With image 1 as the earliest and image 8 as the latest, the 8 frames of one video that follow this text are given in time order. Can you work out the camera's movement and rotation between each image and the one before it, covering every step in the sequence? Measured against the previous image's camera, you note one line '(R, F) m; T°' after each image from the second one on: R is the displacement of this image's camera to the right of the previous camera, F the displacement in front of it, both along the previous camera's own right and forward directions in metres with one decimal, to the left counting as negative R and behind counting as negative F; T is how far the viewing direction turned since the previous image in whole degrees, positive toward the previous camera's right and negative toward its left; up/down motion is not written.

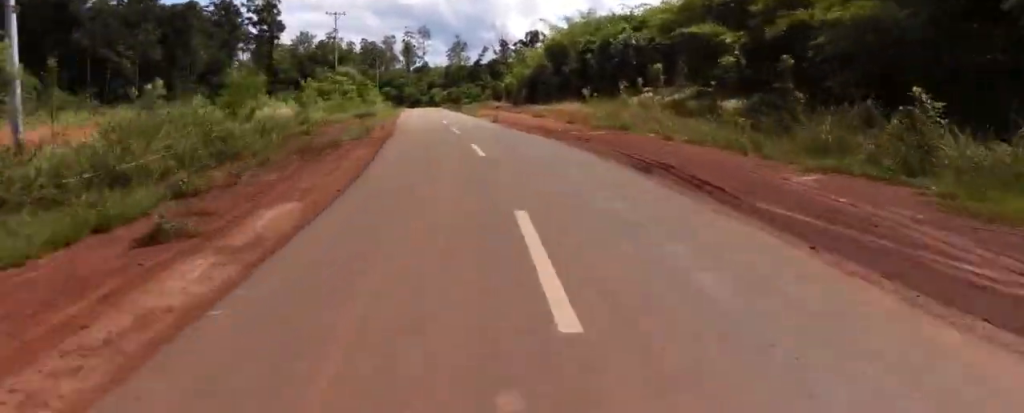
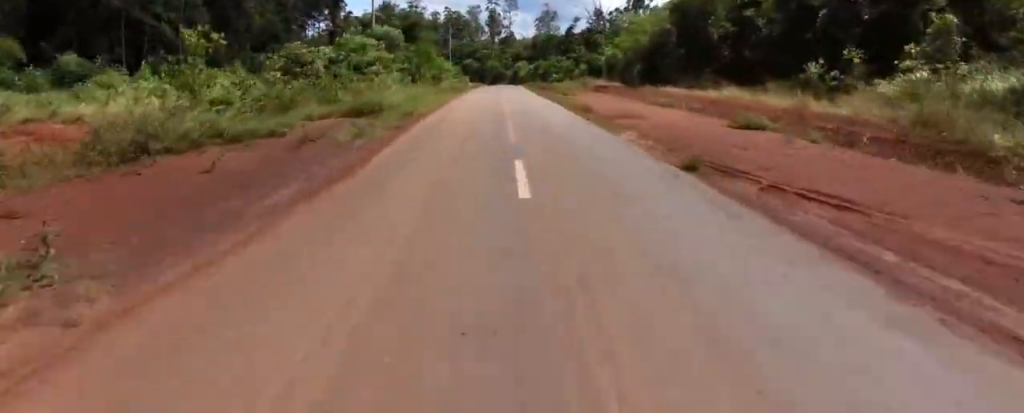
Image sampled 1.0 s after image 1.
(-1.8, +21.9) m; -10°
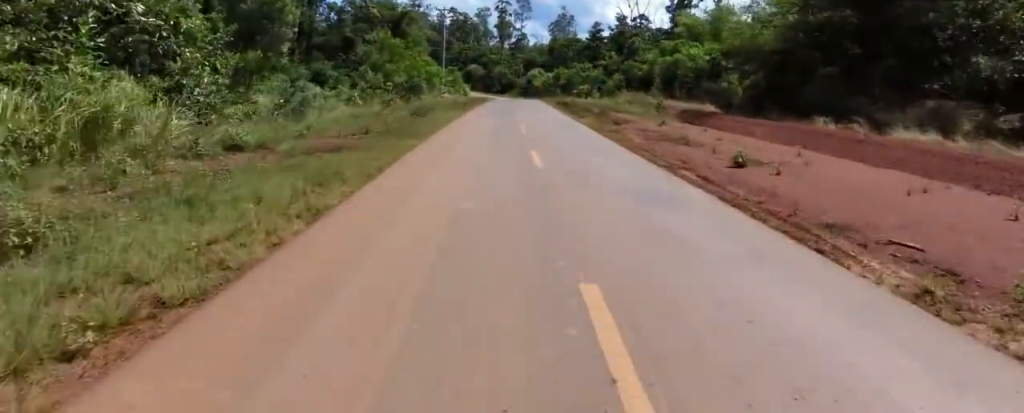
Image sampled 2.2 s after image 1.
(-2.4, +25.1) m; -6°
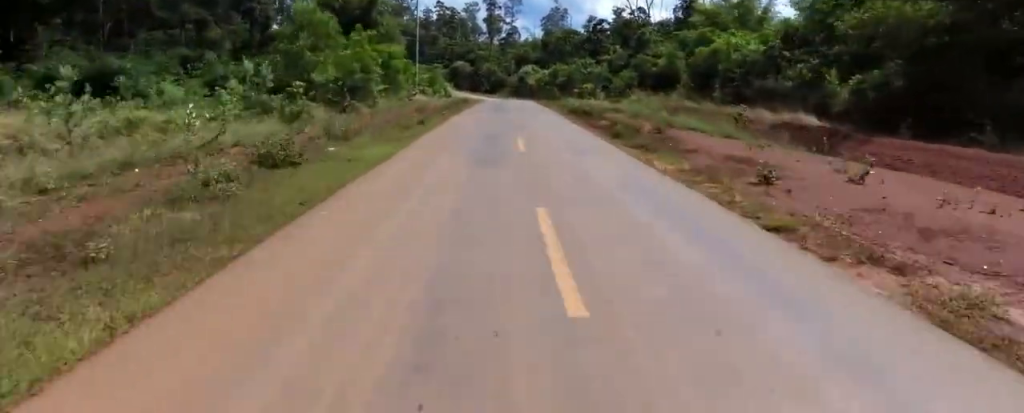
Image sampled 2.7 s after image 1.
(-0.3, +12.7) m; 0°
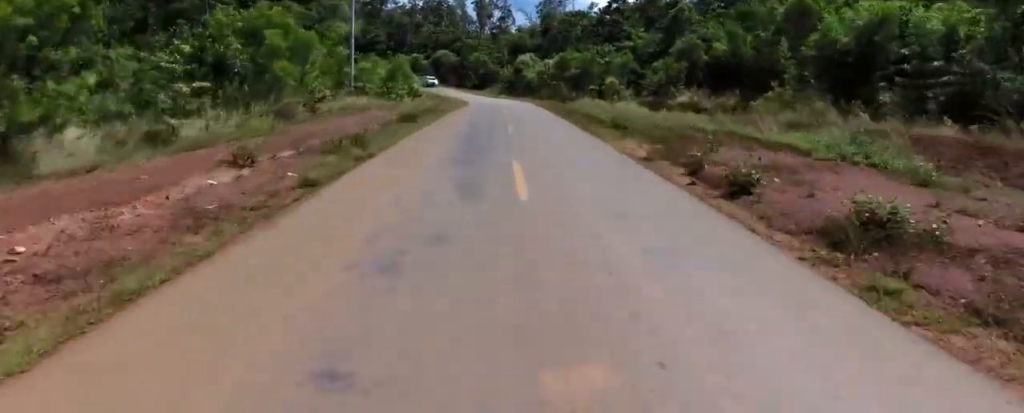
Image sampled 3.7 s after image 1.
(+0.5, +21.5) m; 0°
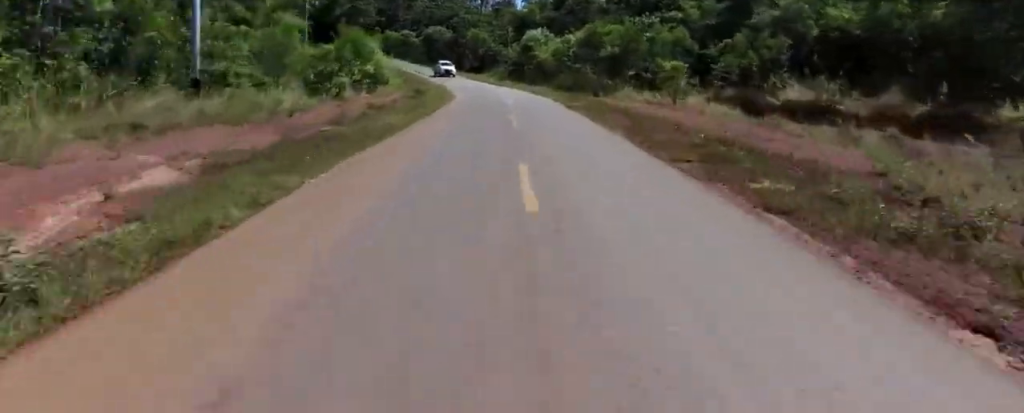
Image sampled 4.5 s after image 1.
(-0.5, +17.4) m; -1°
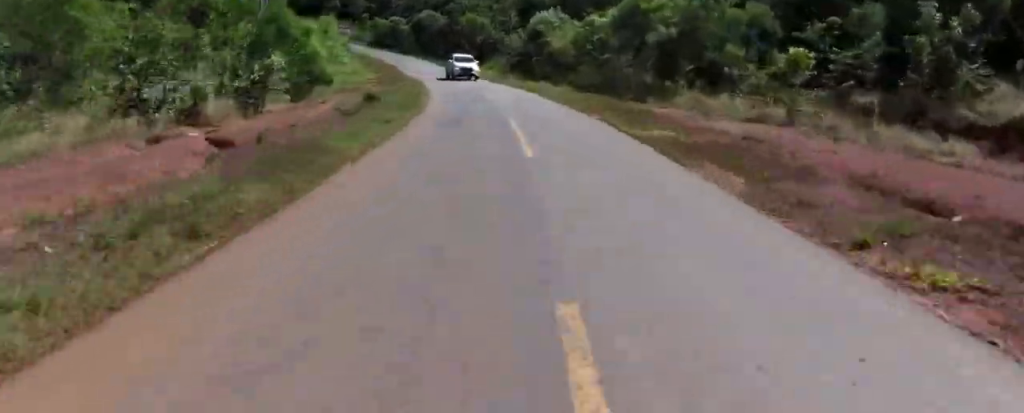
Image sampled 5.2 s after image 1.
(-0.1, +13.3) m; +2°
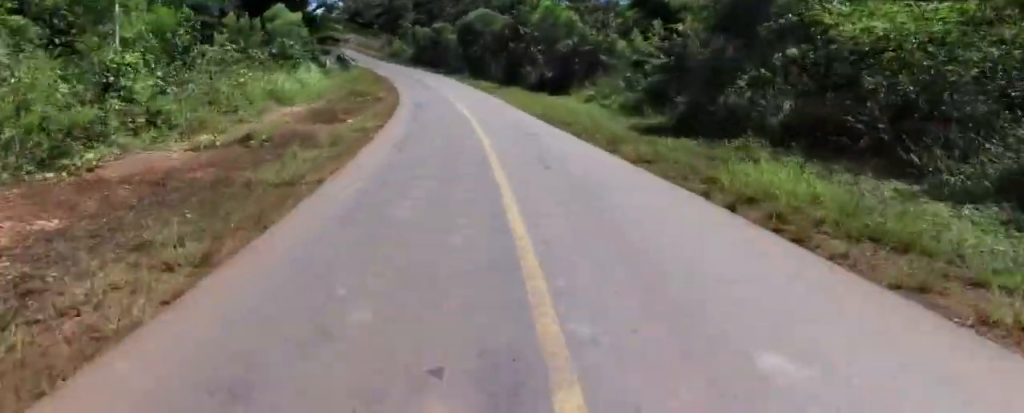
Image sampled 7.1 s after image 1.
(0.0, +32.6) m; -7°
